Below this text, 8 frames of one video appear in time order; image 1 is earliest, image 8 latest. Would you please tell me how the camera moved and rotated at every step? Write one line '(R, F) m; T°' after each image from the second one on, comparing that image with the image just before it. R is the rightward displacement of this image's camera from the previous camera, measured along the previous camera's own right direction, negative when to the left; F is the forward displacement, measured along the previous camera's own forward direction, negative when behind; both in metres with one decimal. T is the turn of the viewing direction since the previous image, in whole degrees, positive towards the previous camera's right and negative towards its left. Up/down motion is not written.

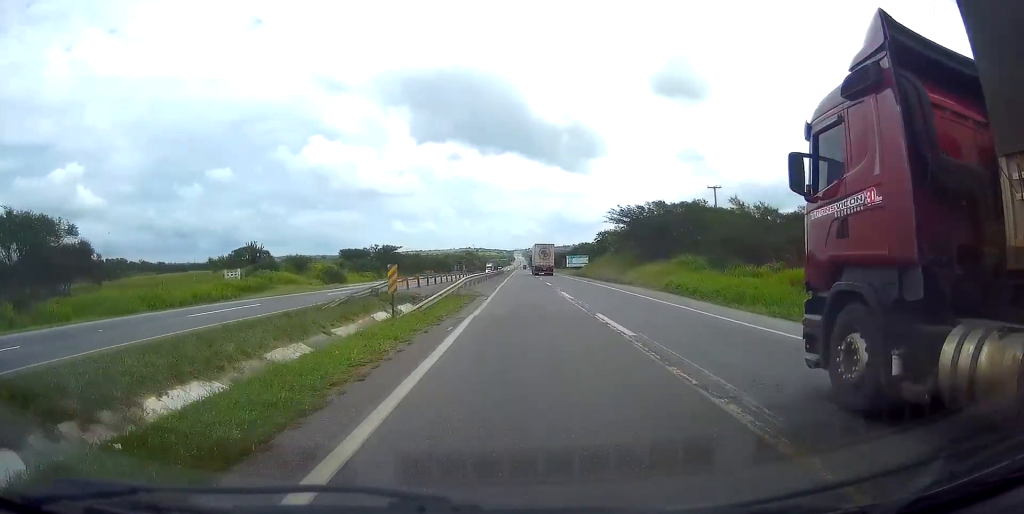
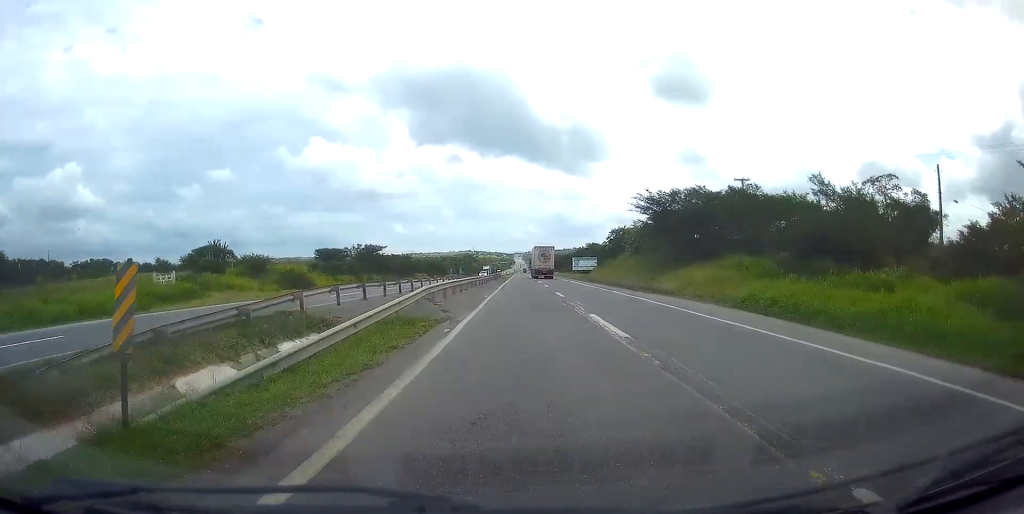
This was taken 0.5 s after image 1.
(0.0, +13.7) m; 0°
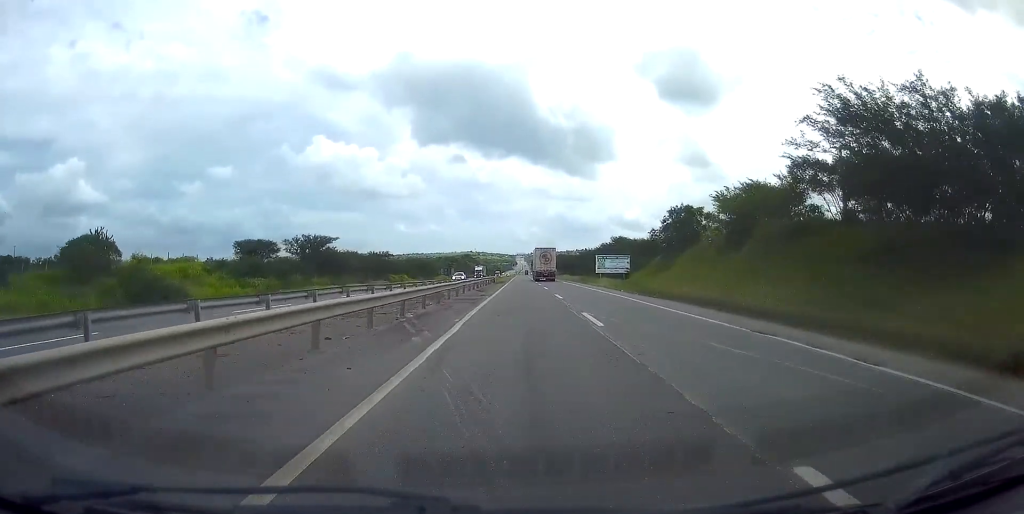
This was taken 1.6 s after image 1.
(-0.1, +30.3) m; -1°
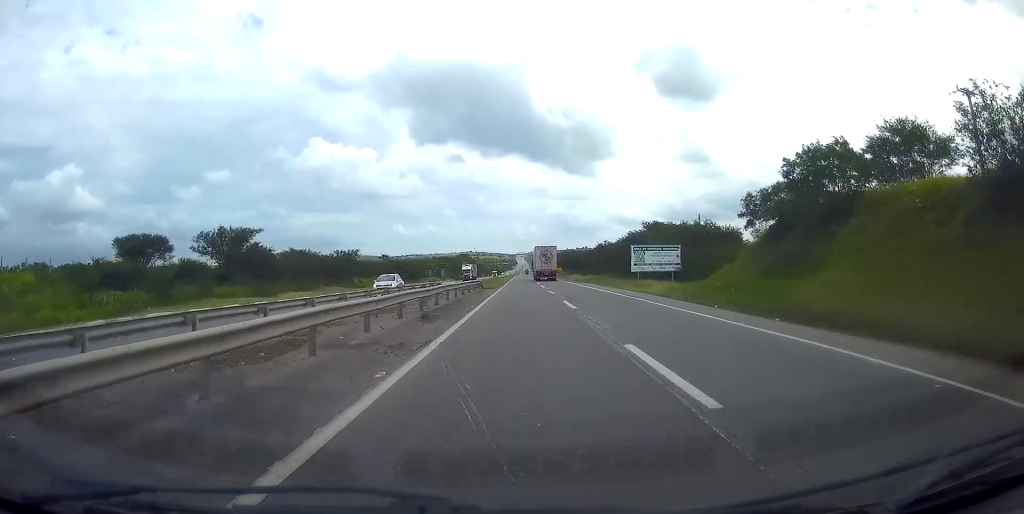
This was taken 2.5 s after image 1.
(-0.2, +24.1) m; -1°
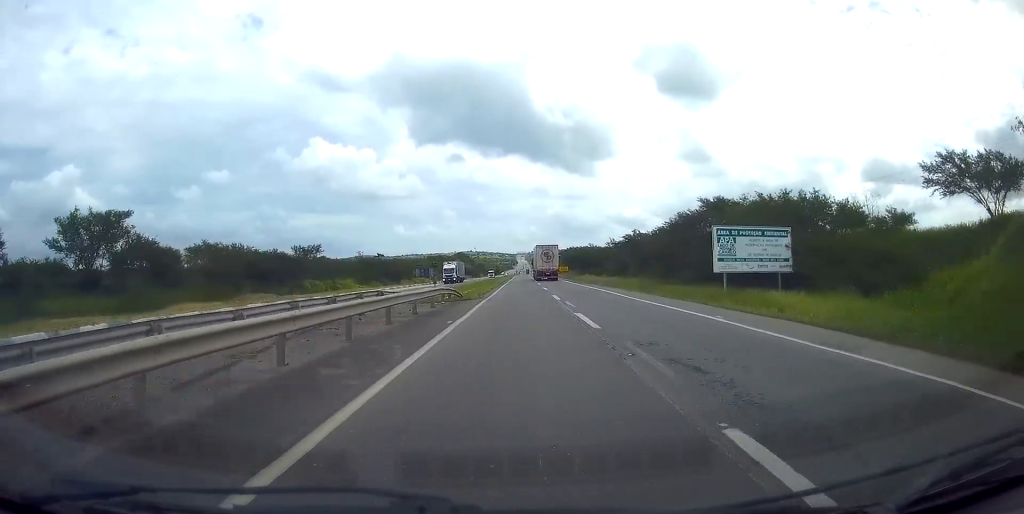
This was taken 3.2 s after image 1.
(-0.2, +21.4) m; 0°
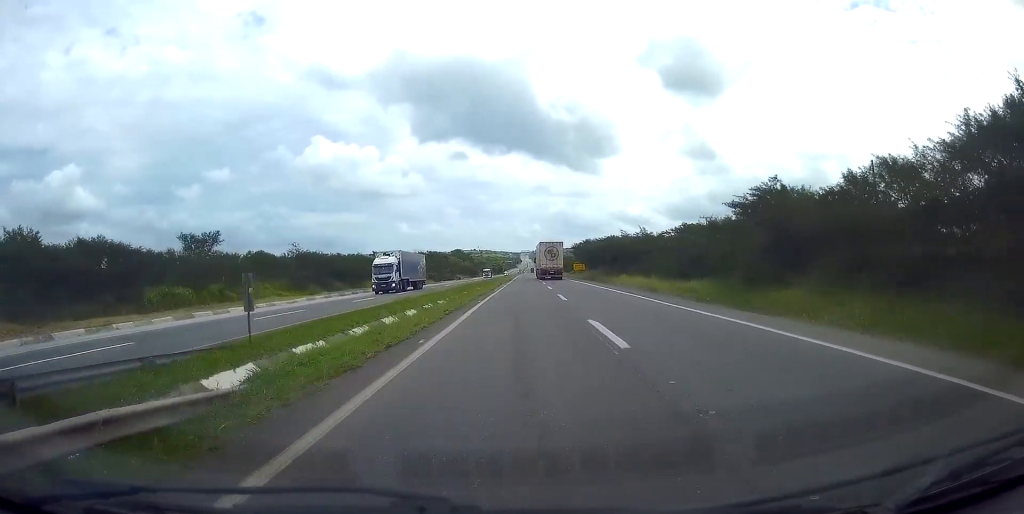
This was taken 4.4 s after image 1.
(+0.5, +32.7) m; +1°
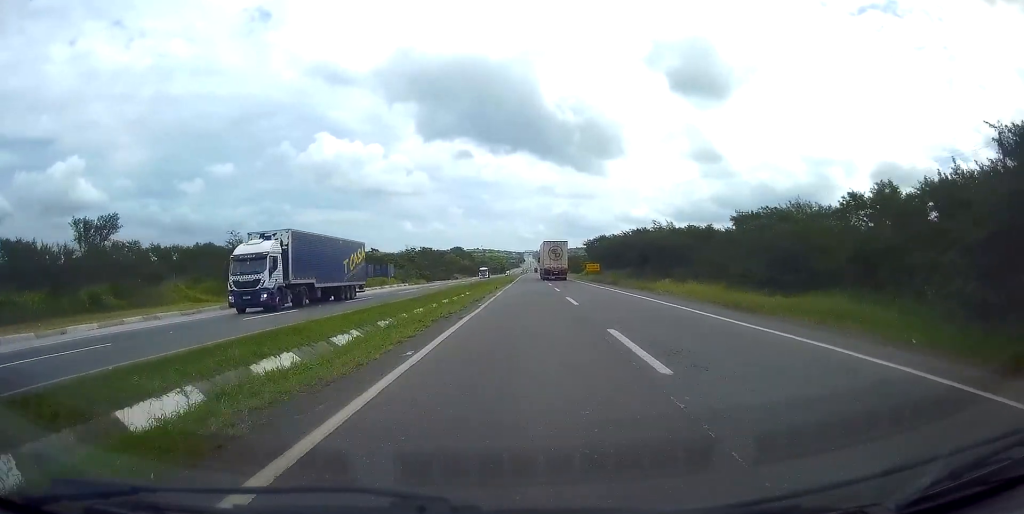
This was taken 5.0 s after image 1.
(+0.3, +17.7) m; 0°
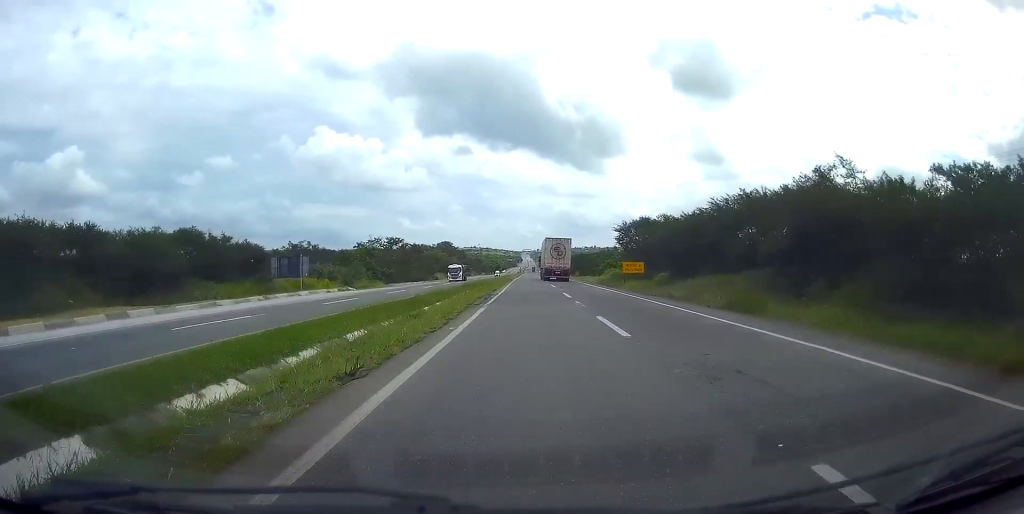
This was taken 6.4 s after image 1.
(-0.8, +37.2) m; -2°
